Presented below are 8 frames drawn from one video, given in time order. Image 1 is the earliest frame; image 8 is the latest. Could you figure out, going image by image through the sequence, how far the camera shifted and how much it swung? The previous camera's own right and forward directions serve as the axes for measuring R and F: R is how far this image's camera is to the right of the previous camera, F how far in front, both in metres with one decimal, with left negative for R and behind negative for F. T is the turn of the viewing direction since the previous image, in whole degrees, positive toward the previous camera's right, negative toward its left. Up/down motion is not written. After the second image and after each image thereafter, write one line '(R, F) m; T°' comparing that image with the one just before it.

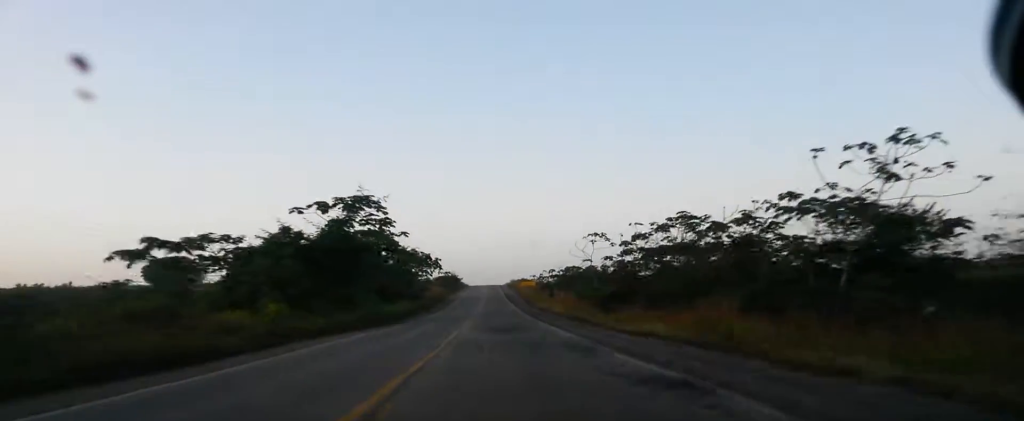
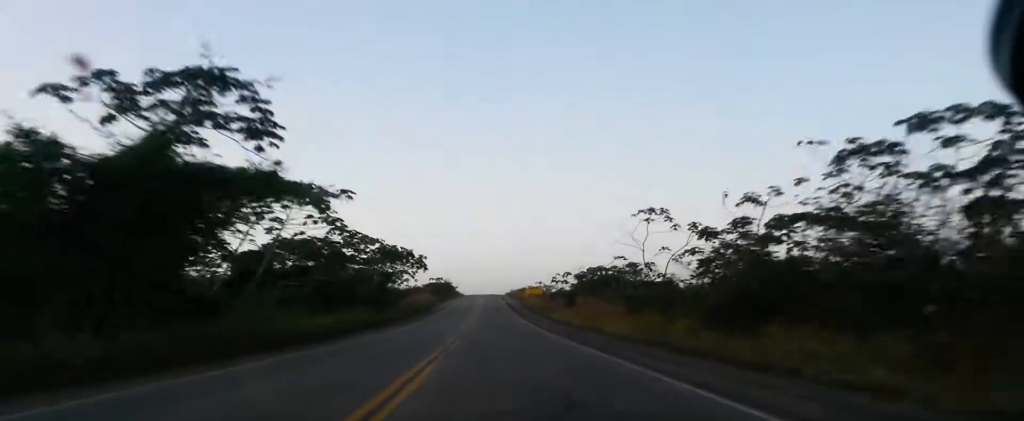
(0.0, +24.4) m; 0°
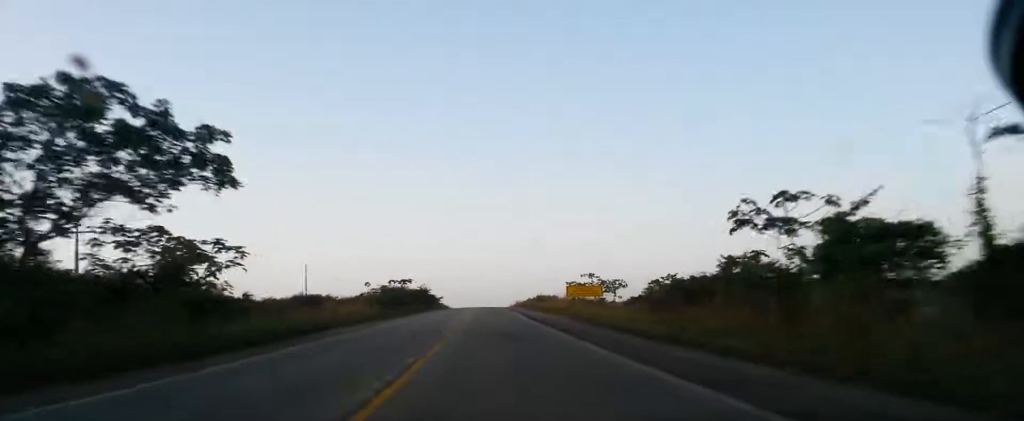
(0.0, +66.0) m; 0°
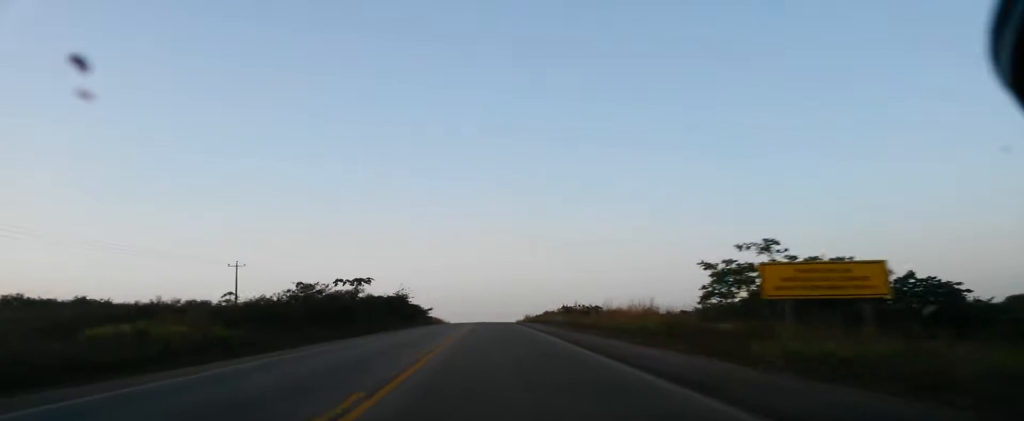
(+0.1, +38.5) m; 0°
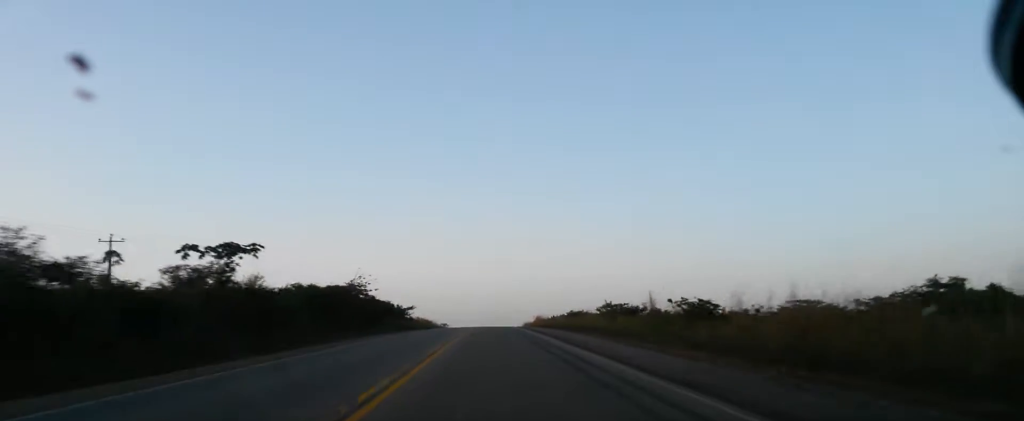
(0.0, +33.0) m; 0°
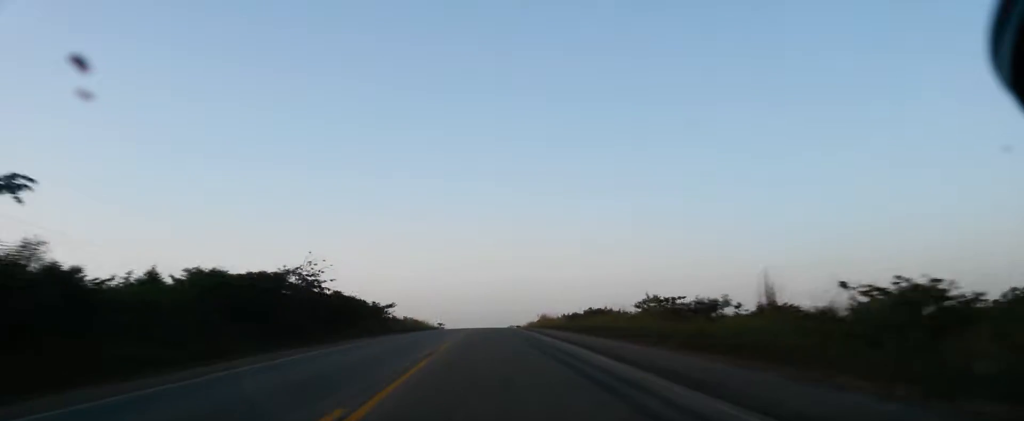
(0.0, +17.4) m; 0°
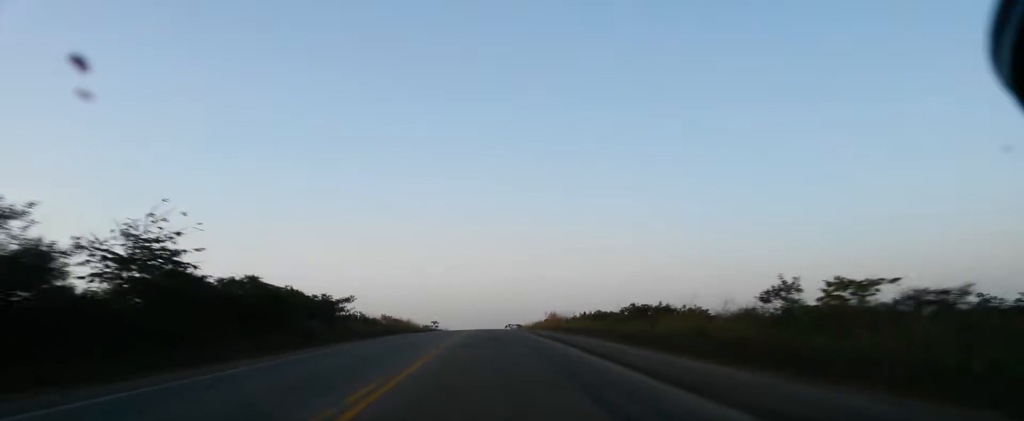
(0.0, +21.8) m; 0°
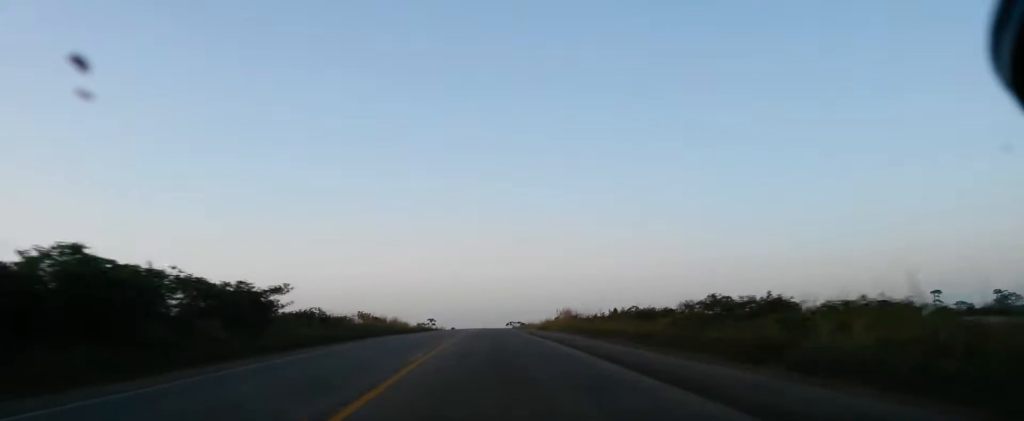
(0.0, +17.5) m; 0°
